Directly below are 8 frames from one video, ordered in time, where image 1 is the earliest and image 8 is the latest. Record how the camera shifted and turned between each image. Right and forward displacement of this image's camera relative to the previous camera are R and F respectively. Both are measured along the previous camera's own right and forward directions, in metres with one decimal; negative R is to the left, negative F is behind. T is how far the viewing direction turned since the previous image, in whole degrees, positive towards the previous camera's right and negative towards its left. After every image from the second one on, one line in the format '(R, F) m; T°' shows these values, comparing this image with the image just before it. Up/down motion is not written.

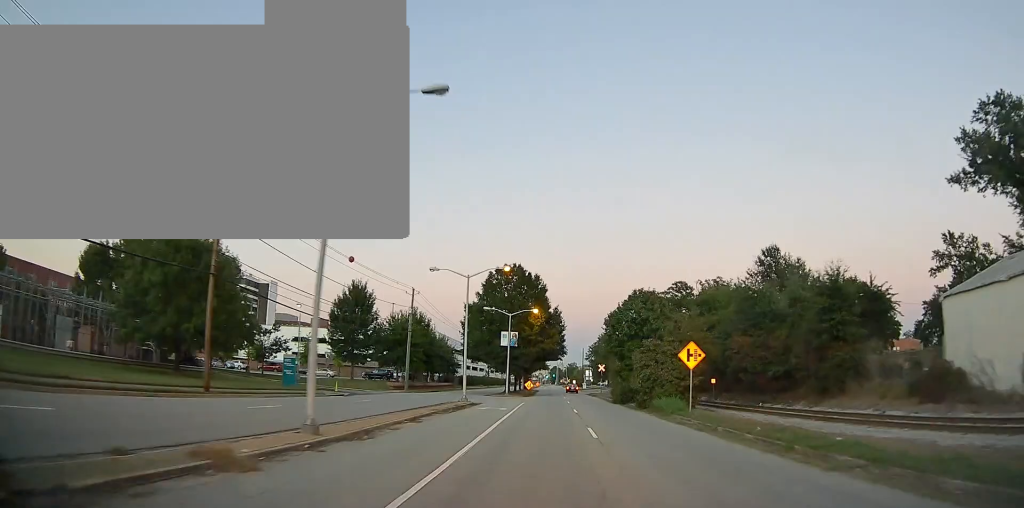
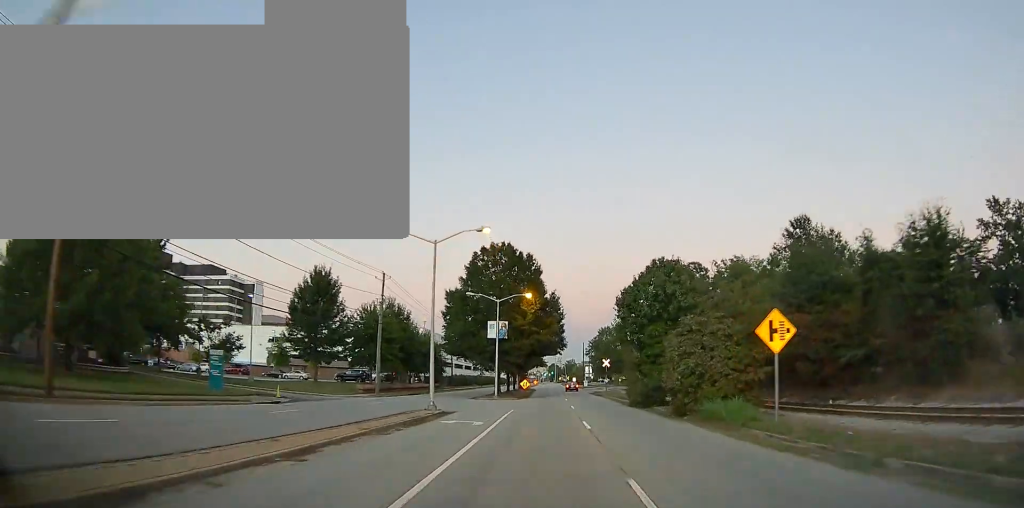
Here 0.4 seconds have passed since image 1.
(-0.1, +10.0) m; 0°
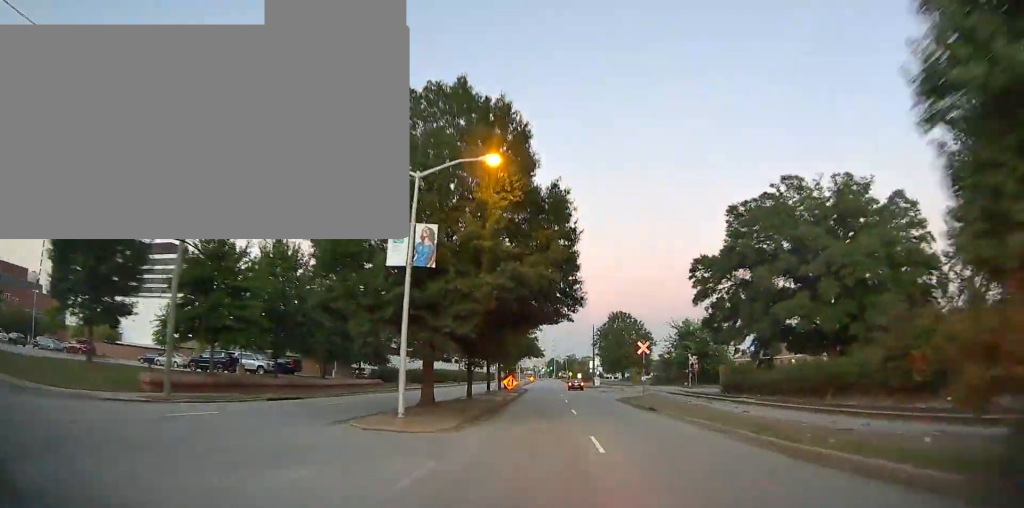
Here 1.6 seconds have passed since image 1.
(+0.3, +31.1) m; 0°
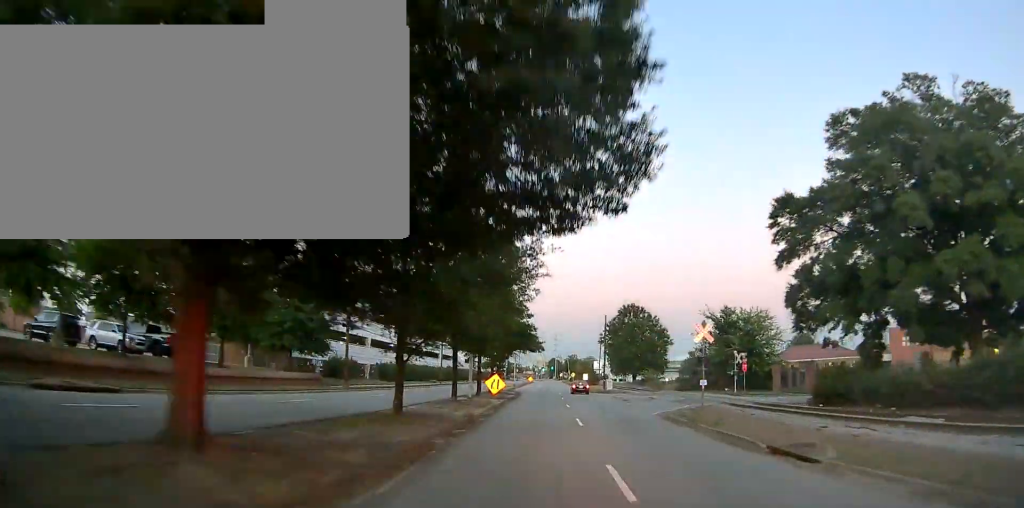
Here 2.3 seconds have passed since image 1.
(-0.2, +16.1) m; -1°
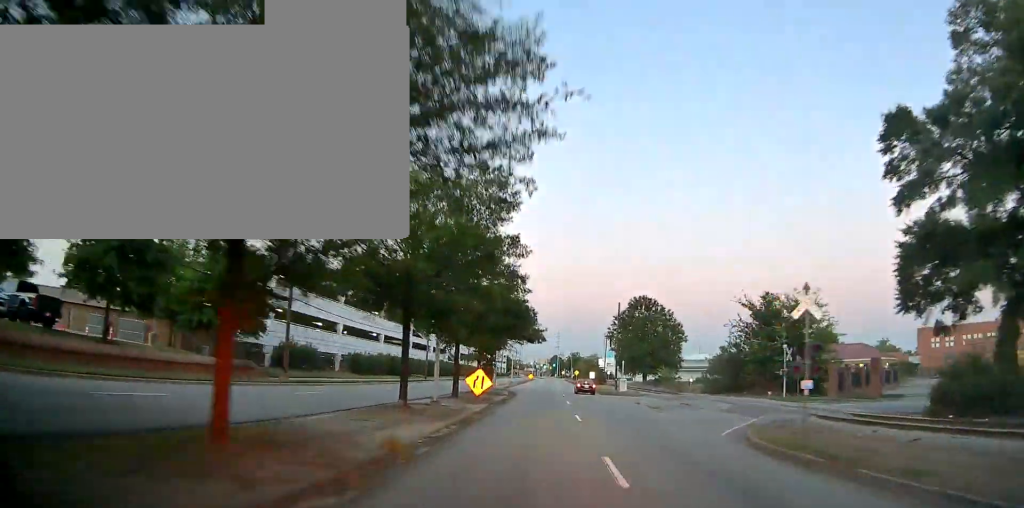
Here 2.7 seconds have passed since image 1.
(0.0, +11.1) m; 0°
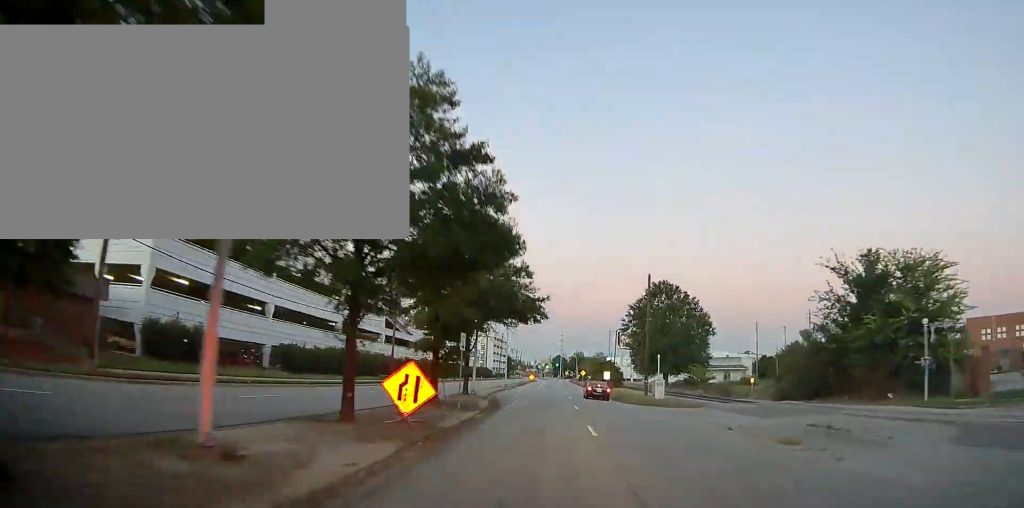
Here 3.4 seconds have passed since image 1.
(0.0, +17.1) m; 0°
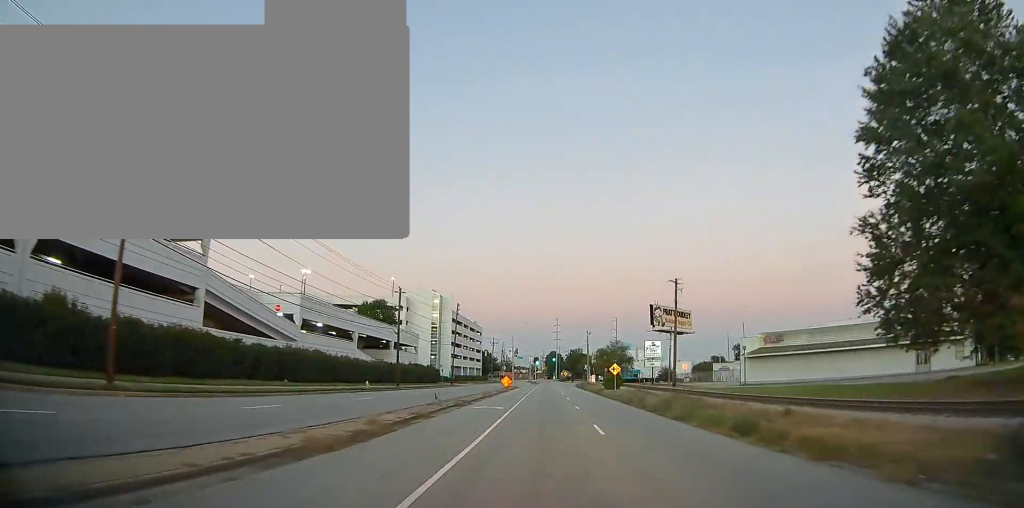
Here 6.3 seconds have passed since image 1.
(+0.2, +74.6) m; +1°
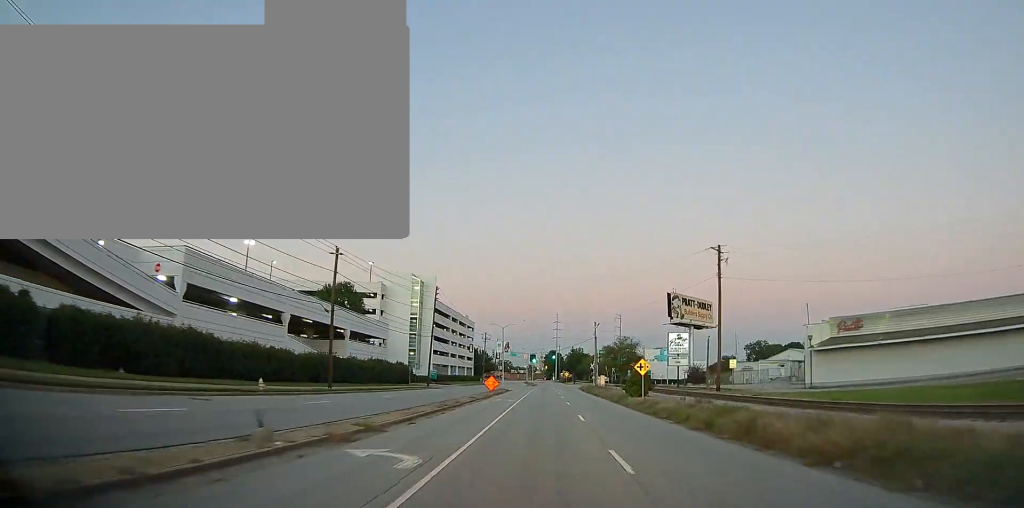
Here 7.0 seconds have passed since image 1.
(+0.1, +18.9) m; 0°
